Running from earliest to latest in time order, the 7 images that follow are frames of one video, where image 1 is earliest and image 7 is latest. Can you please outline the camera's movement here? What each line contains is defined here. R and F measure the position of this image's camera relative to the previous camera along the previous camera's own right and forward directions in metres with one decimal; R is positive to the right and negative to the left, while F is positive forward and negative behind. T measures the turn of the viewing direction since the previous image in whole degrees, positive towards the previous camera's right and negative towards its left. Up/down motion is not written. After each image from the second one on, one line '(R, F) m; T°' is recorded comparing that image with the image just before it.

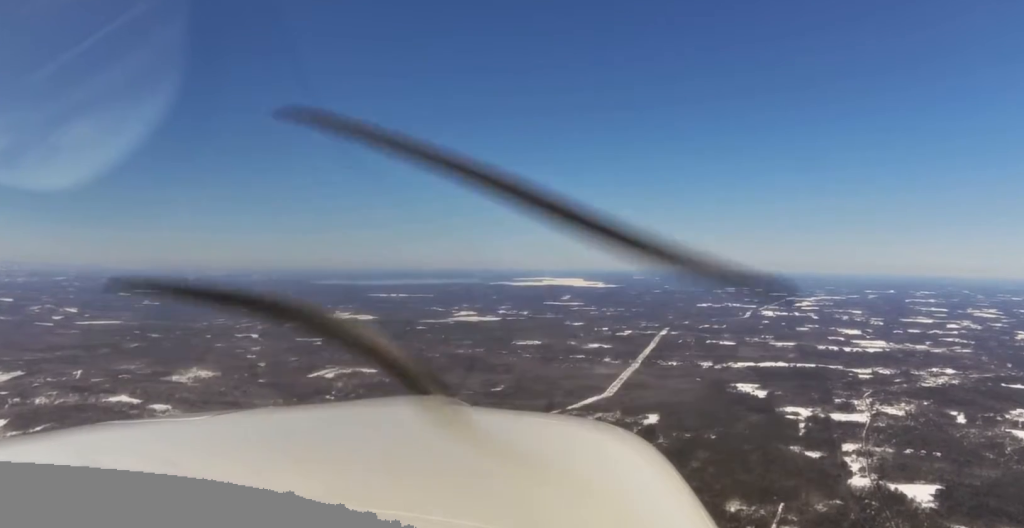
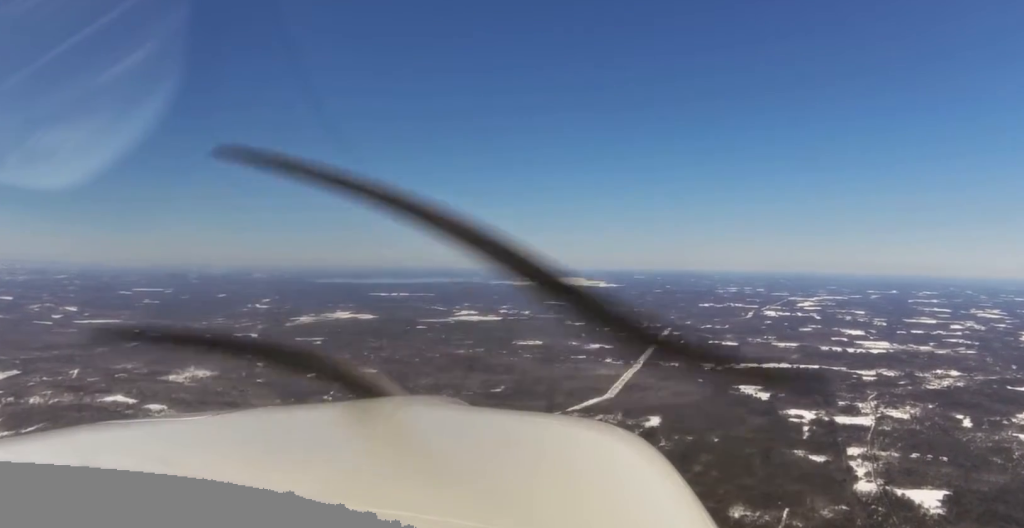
(-0.5, +60.5) m; -1°
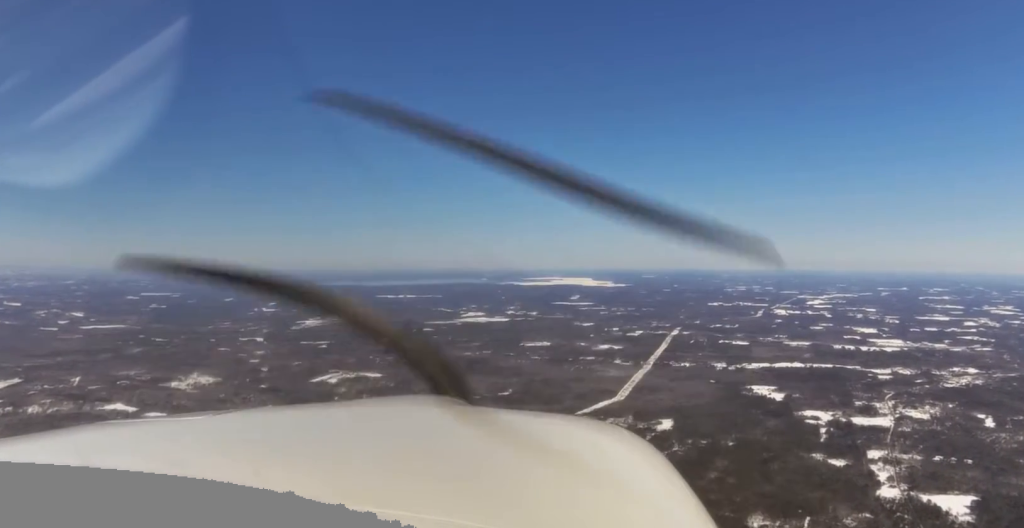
(-0.6, +121.8) m; 0°
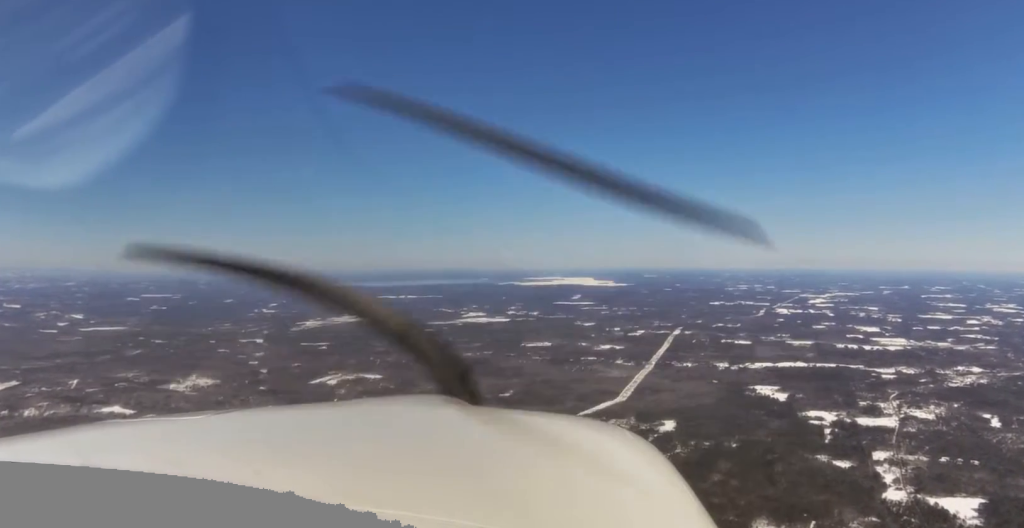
(+0.9, +45.1) m; 0°
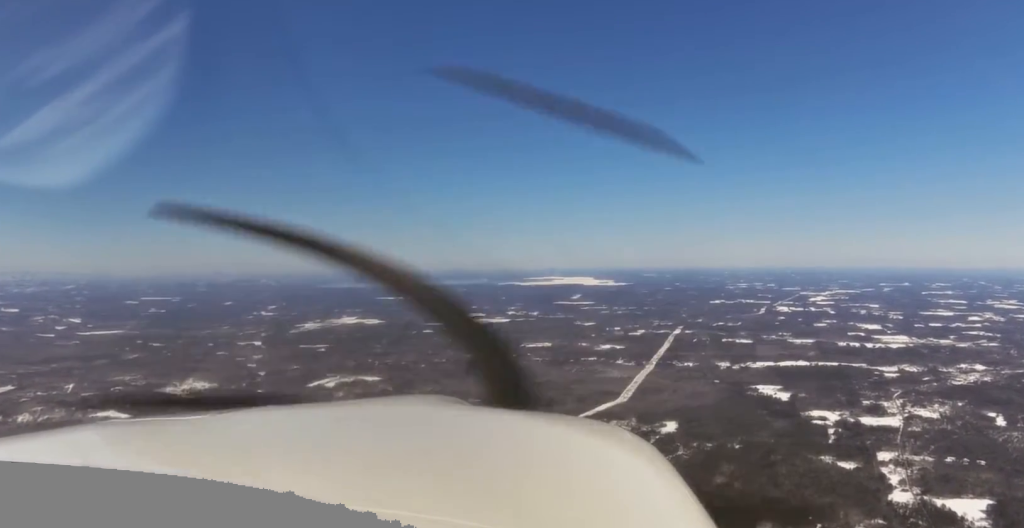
(-0.7, +49.5) m; 0°
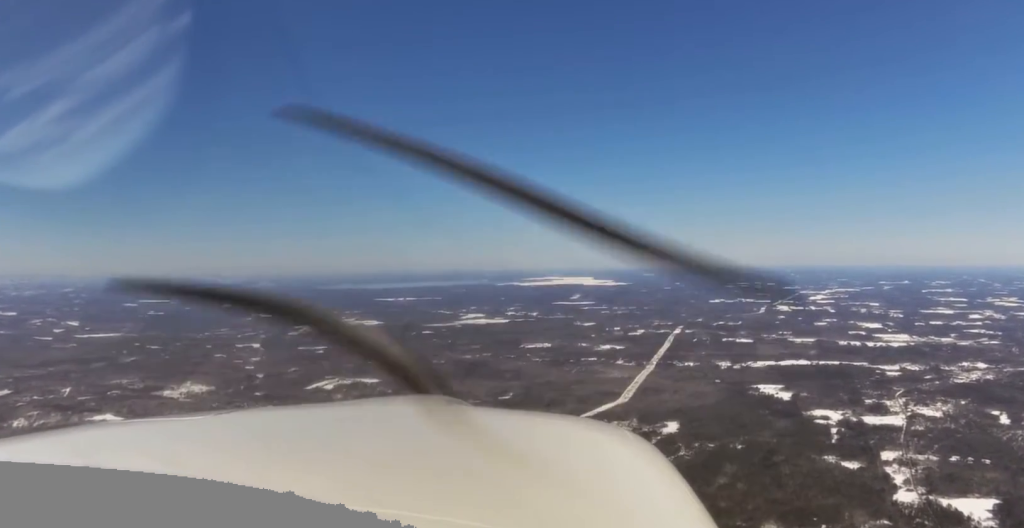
(+0.1, +36.0) m; 0°
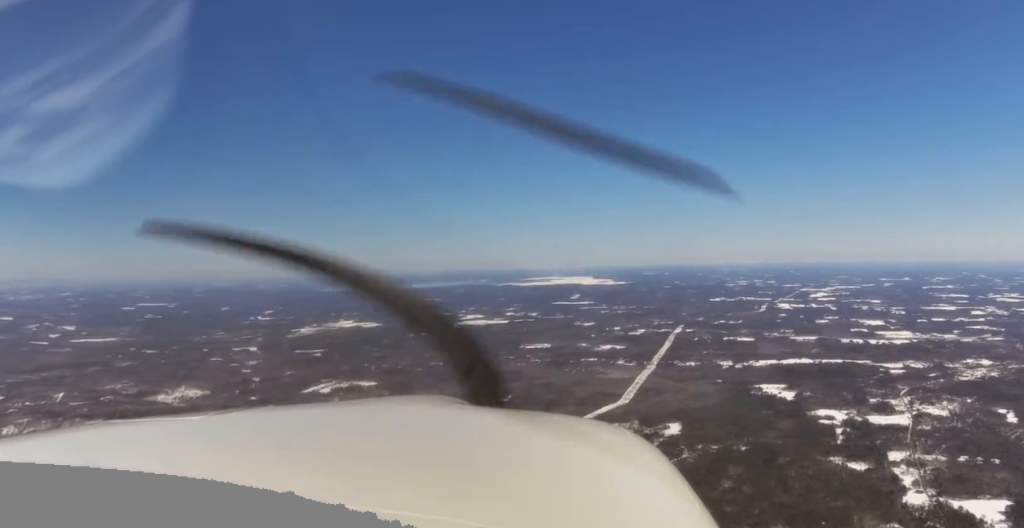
(+0.2, +74.2) m; 0°
